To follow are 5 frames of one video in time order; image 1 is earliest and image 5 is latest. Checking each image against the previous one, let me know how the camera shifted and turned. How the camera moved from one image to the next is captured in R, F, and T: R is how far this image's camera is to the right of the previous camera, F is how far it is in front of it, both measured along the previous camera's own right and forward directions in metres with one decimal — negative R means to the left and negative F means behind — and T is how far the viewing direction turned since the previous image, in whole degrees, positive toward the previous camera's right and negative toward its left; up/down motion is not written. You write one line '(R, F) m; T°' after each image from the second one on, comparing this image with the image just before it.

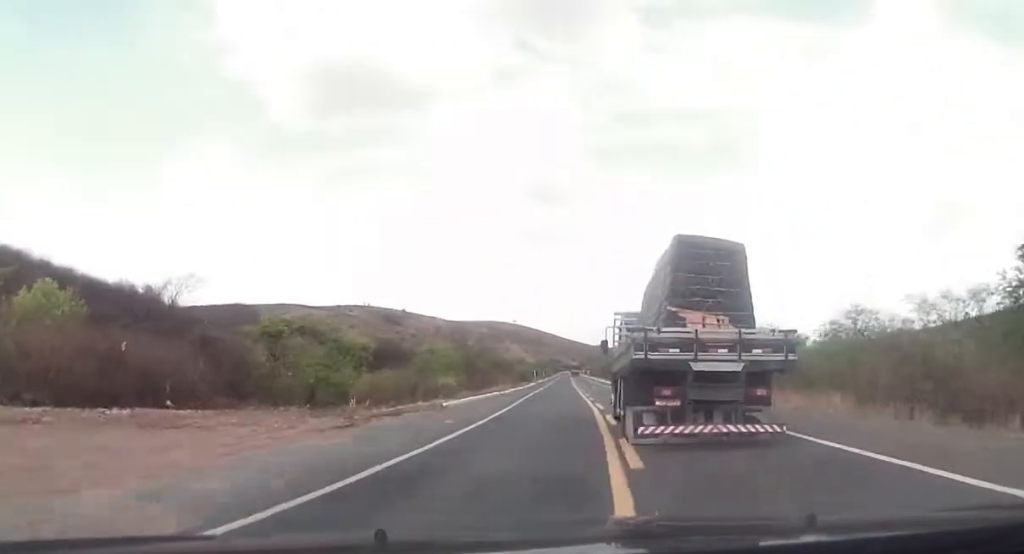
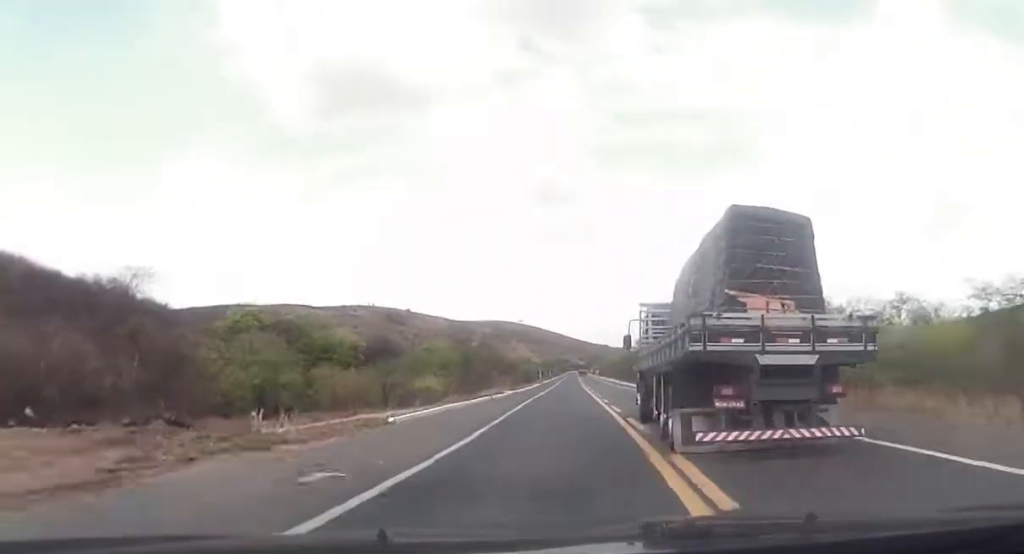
(0.0, +10.5) m; -1°
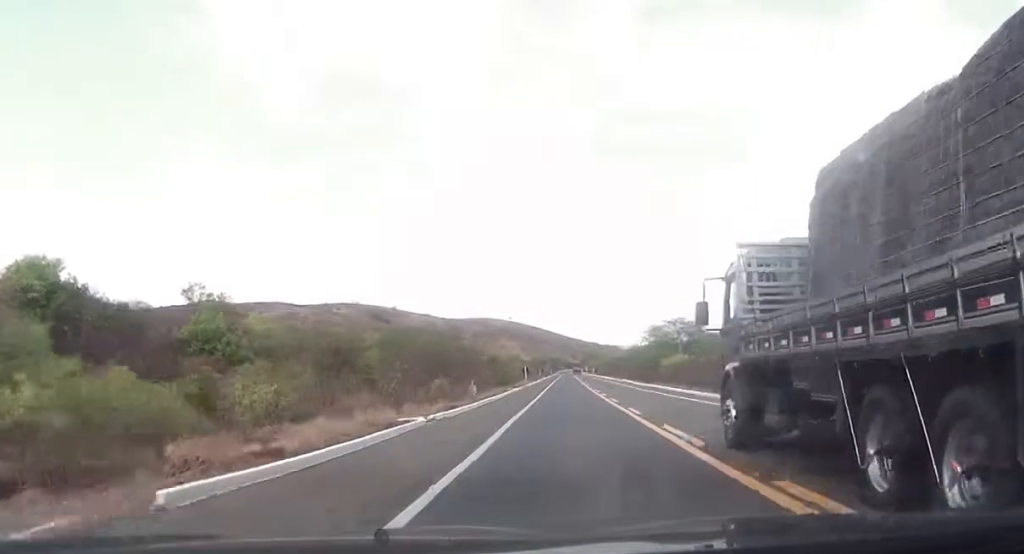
(-0.8, +34.8) m; -2°
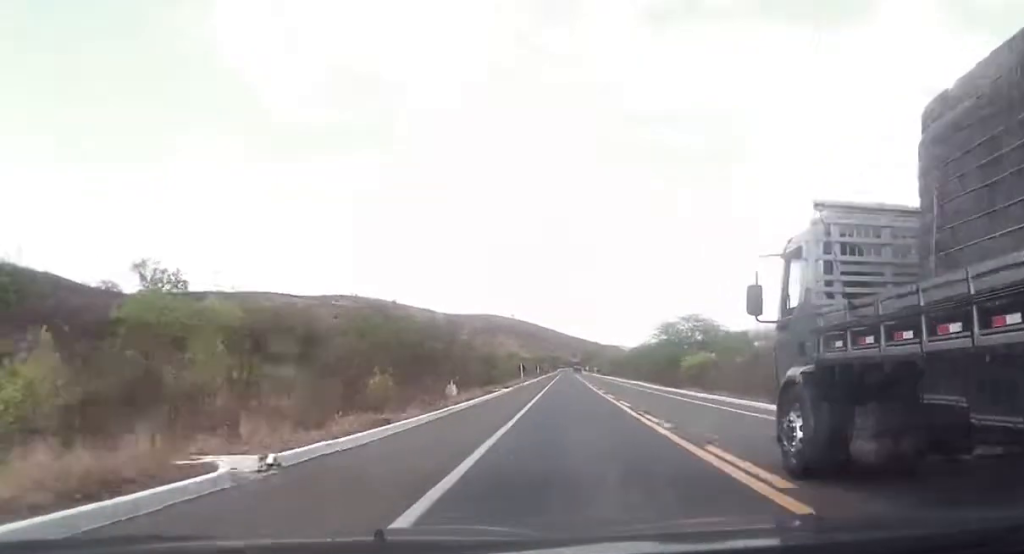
(0.0, +11.9) m; 0°
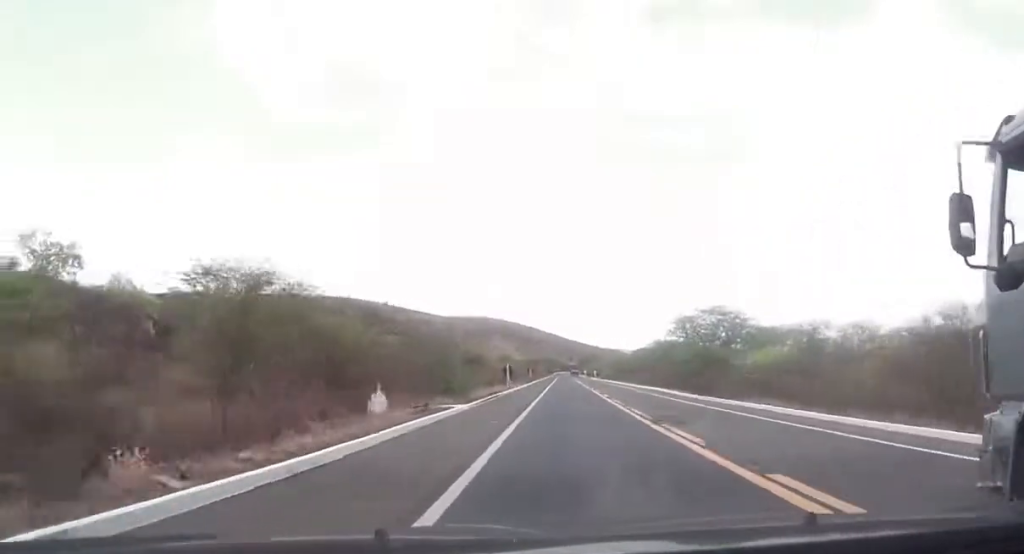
(0.0, +19.2) m; 0°
